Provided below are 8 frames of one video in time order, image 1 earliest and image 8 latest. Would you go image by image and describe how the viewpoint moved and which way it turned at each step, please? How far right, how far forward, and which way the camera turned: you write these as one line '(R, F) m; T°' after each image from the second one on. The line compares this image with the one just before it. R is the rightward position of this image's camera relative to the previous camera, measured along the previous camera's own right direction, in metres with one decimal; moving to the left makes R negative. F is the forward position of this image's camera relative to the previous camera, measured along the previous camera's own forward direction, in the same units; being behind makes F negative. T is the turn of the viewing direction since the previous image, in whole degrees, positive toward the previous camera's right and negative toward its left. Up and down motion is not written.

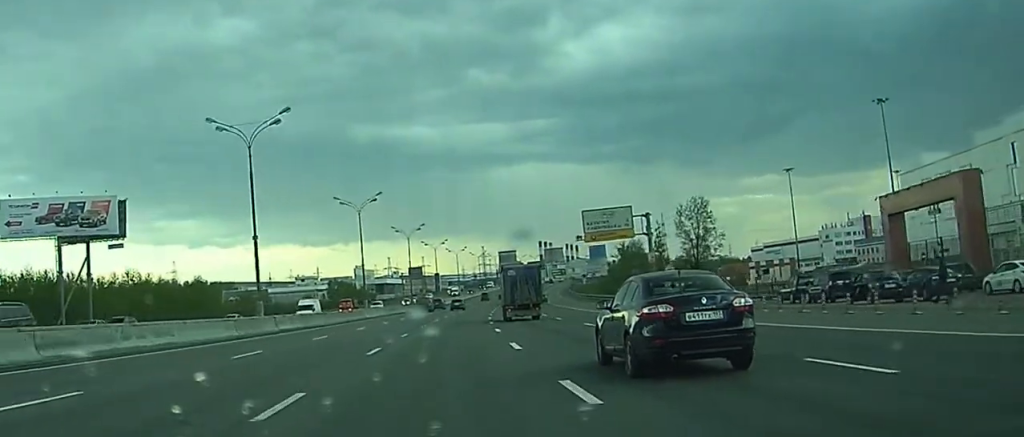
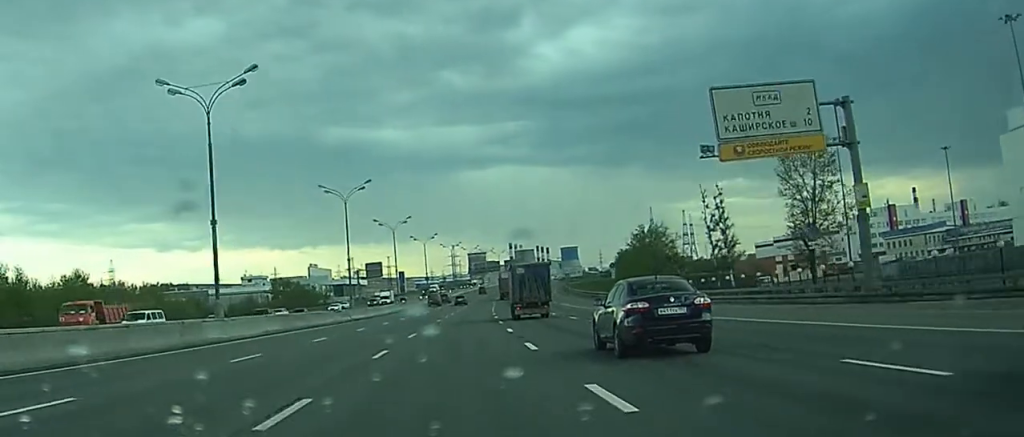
(+0.8, +52.3) m; +2°
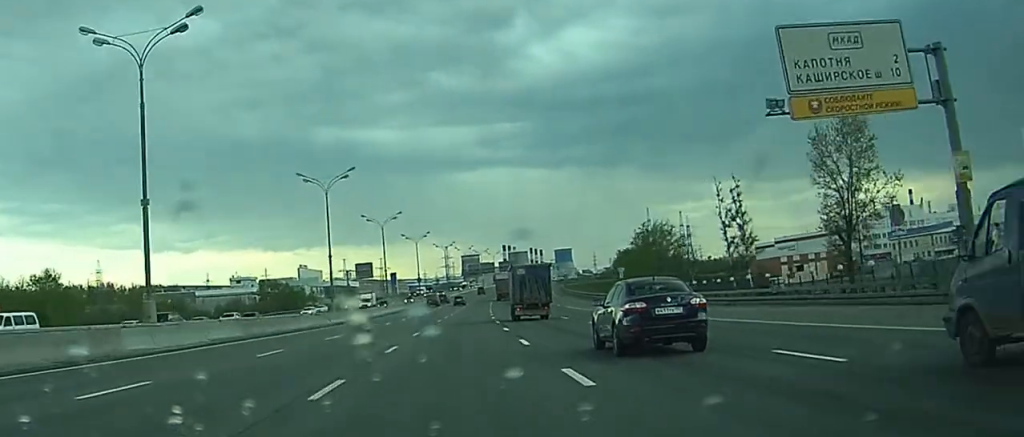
(0.0, +8.4) m; 0°
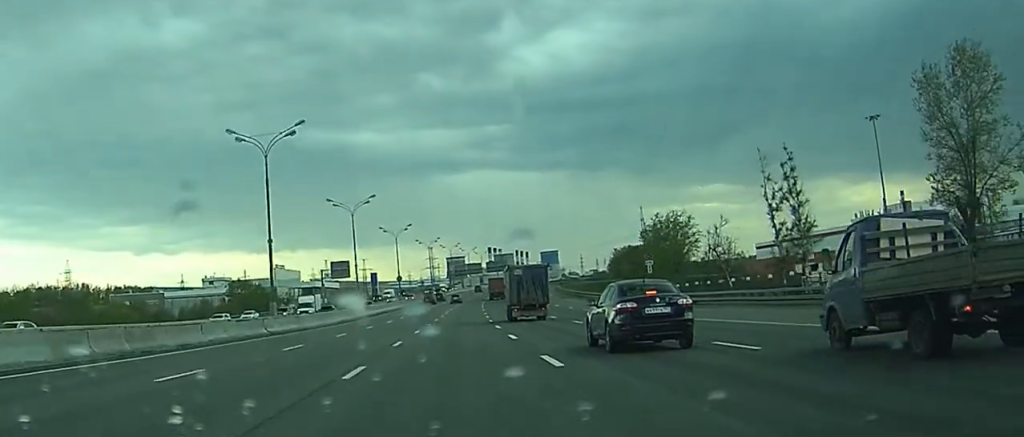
(0.0, +17.2) m; 0°
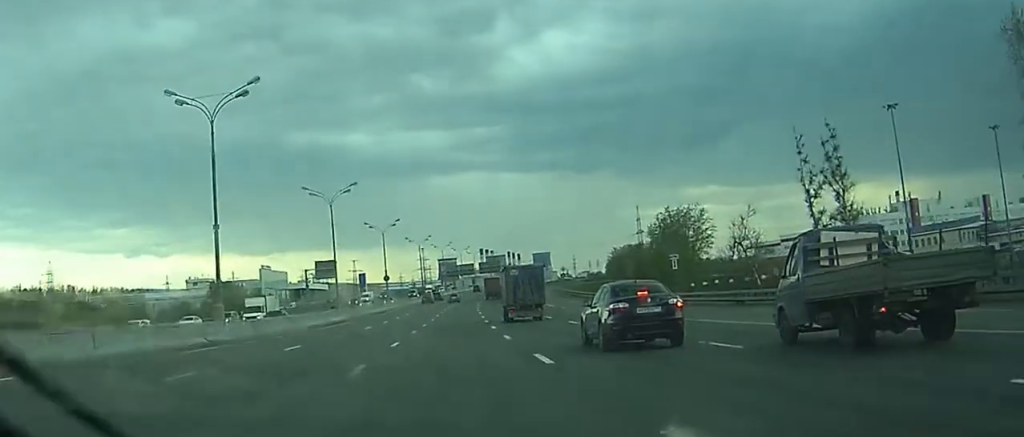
(0.0, +8.7) m; 0°
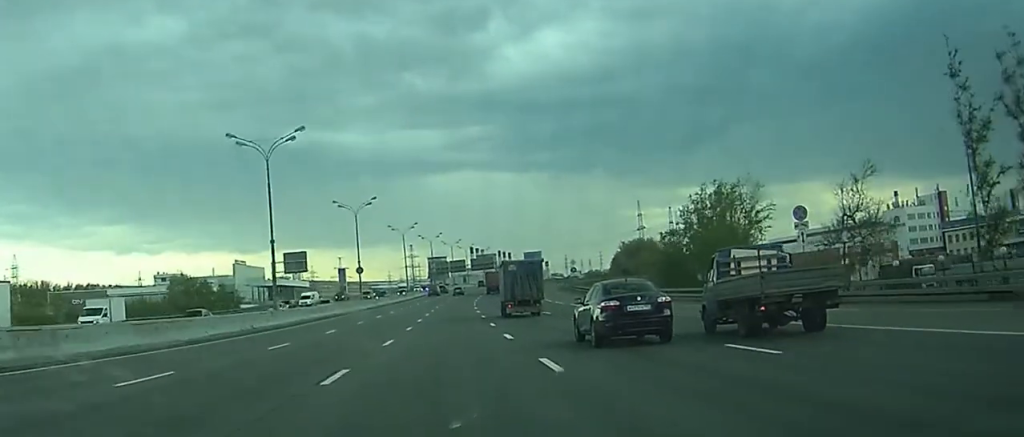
(+0.1, +20.1) m; +1°
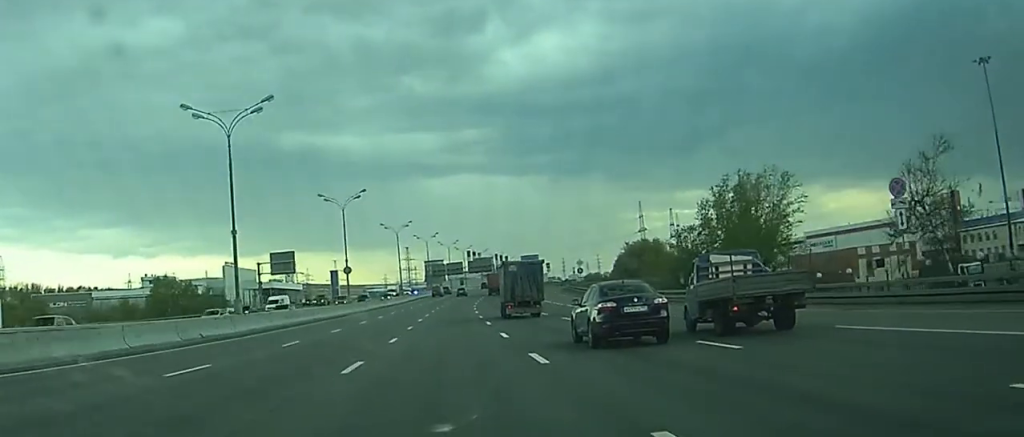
(0.0, +7.7) m; 0°
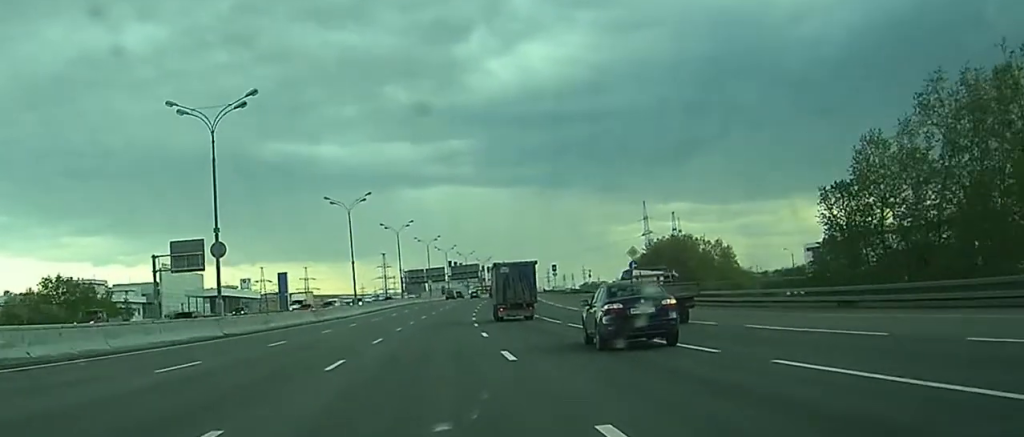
(+0.4, +51.5) m; +1°
